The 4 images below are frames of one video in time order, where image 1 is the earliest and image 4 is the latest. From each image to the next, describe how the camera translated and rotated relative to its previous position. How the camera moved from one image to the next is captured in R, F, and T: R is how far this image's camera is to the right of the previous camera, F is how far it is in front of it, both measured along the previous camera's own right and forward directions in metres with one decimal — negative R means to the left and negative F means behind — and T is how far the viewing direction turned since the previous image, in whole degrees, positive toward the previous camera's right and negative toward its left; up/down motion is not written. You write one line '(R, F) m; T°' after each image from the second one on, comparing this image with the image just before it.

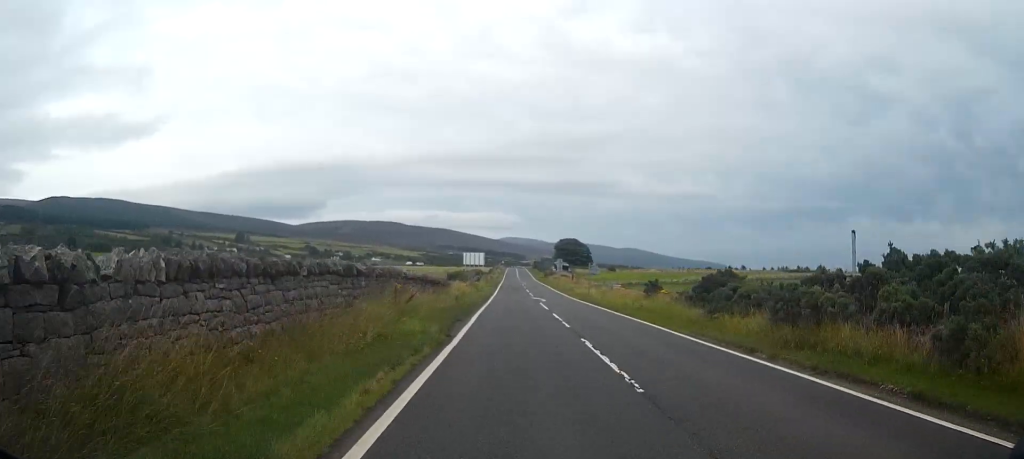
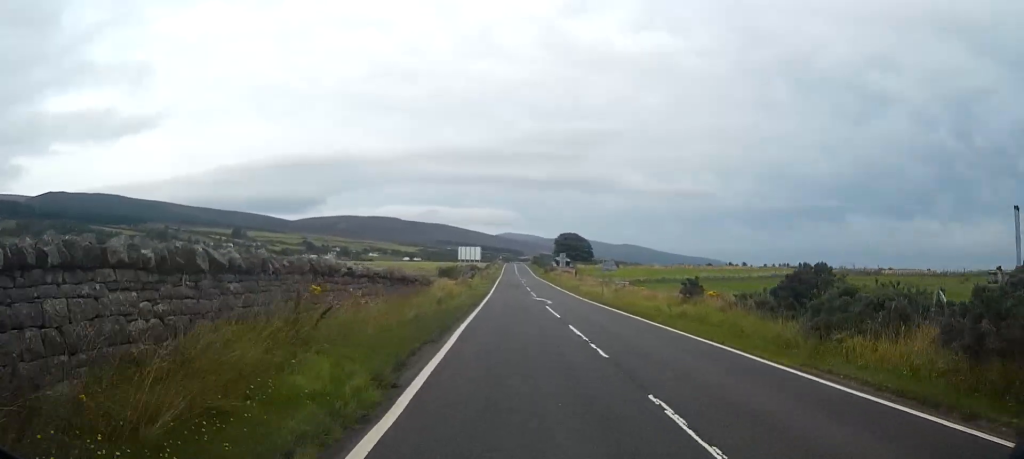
(-0.1, +7.0) m; 0°
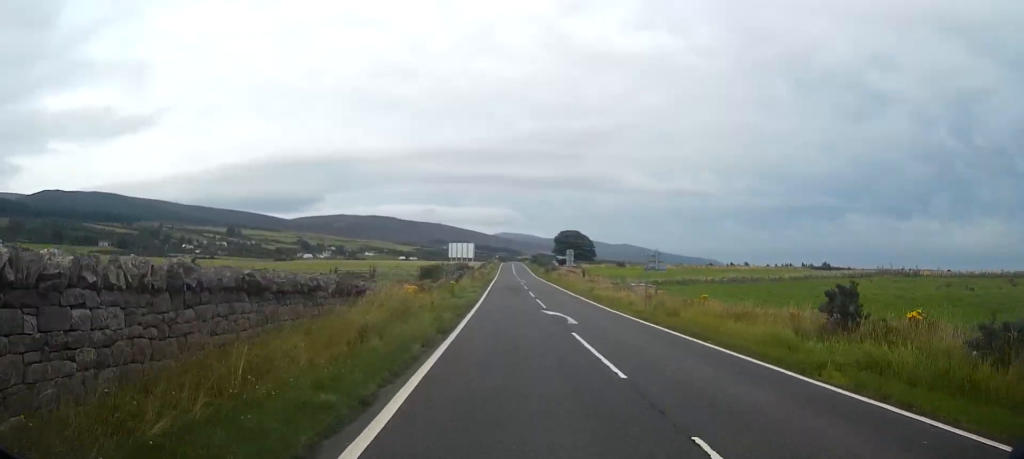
(+0.1, +11.8) m; 0°
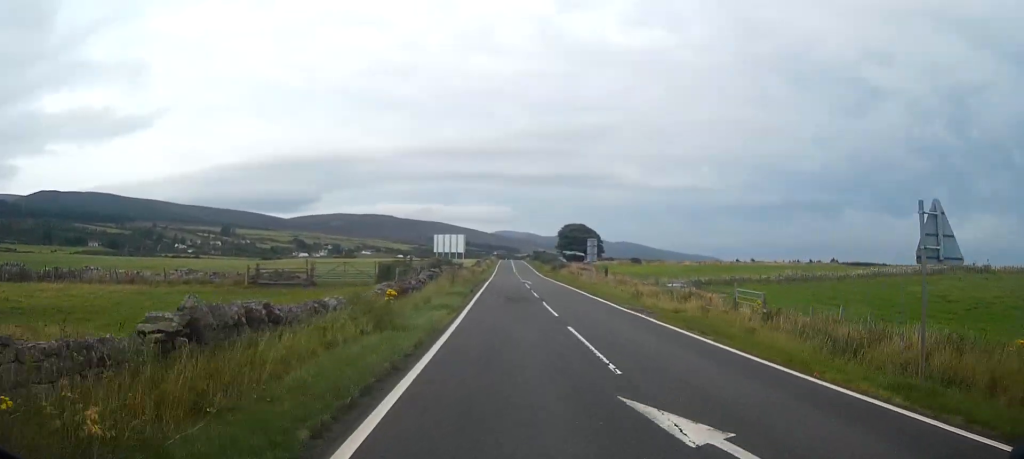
(0.0, +16.9) m; 0°
